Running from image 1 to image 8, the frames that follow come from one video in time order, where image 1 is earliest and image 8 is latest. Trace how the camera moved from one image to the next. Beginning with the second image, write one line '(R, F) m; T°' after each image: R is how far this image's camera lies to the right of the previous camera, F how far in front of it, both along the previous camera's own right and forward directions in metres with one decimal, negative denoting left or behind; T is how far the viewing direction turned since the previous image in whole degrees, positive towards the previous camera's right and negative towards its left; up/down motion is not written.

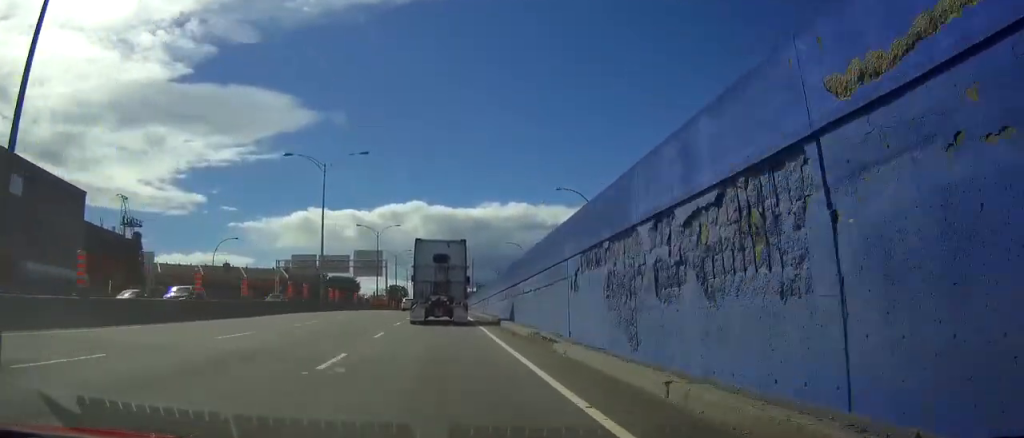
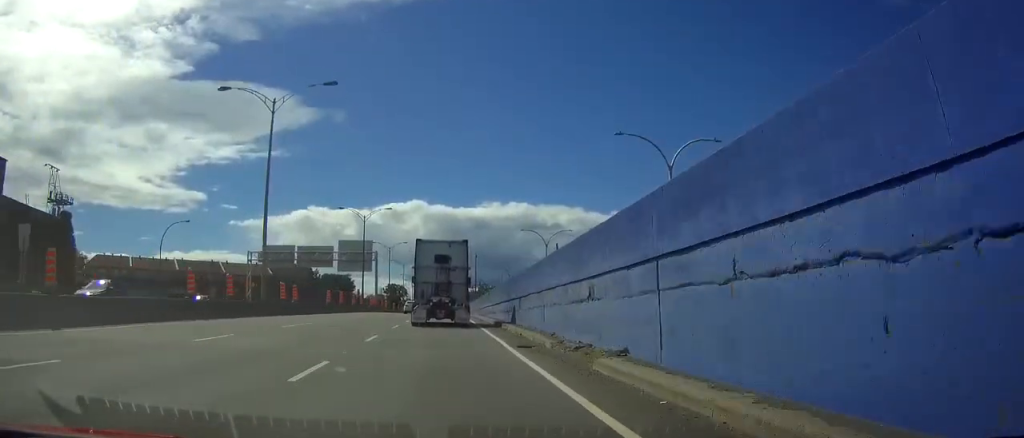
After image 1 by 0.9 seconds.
(-0.1, +19.5) m; 0°
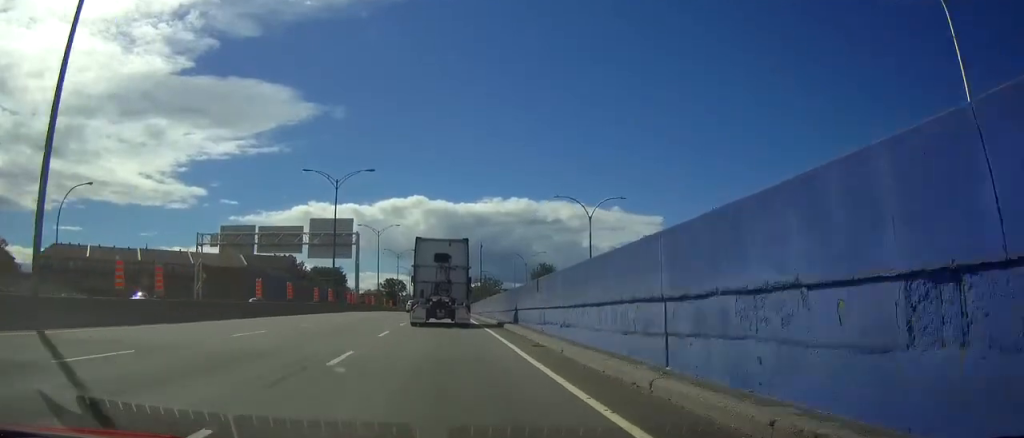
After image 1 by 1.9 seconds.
(0.0, +24.2) m; 0°
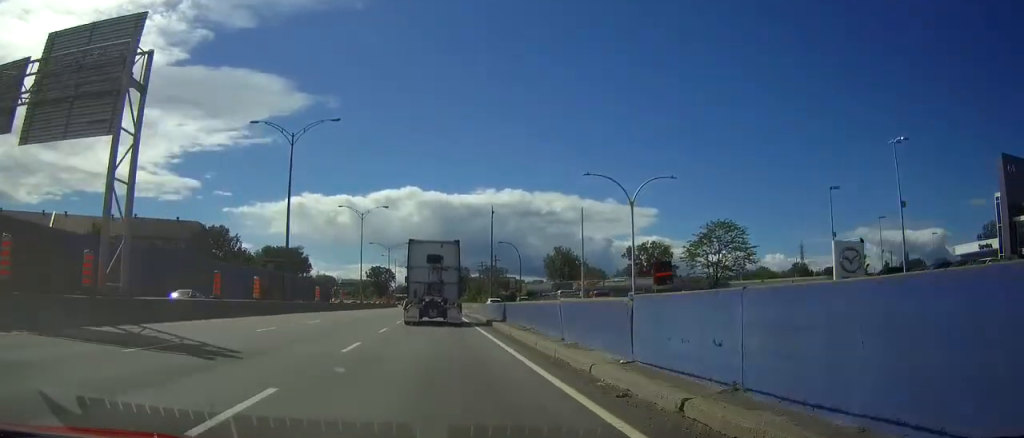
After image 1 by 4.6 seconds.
(-0.6, +60.3) m; -1°
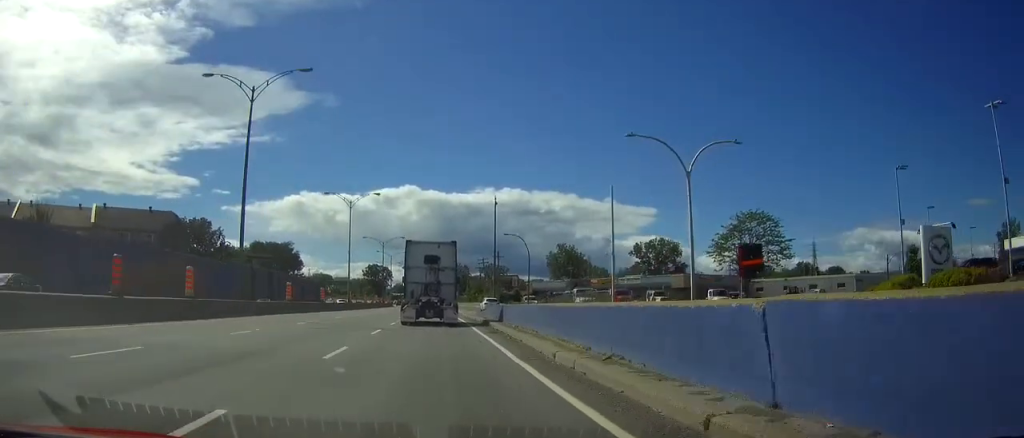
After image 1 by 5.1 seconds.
(0.0, +10.5) m; 0°
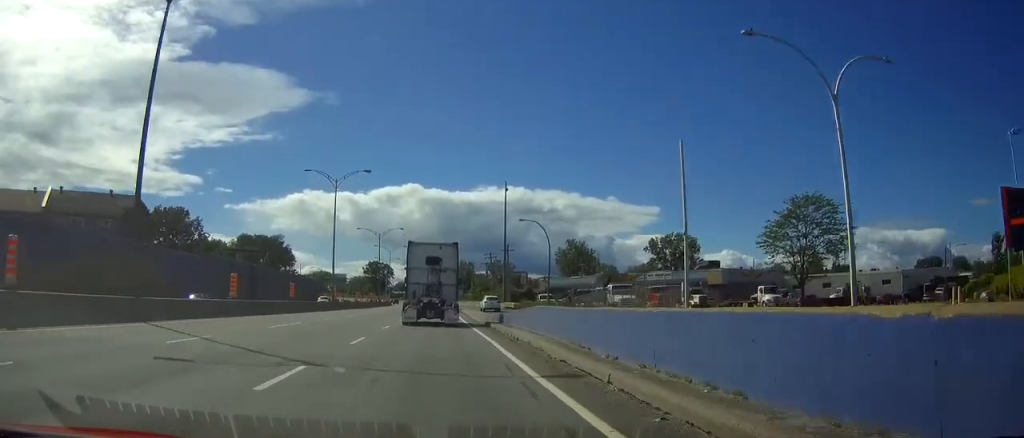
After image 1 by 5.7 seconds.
(0.0, +13.5) m; 0°
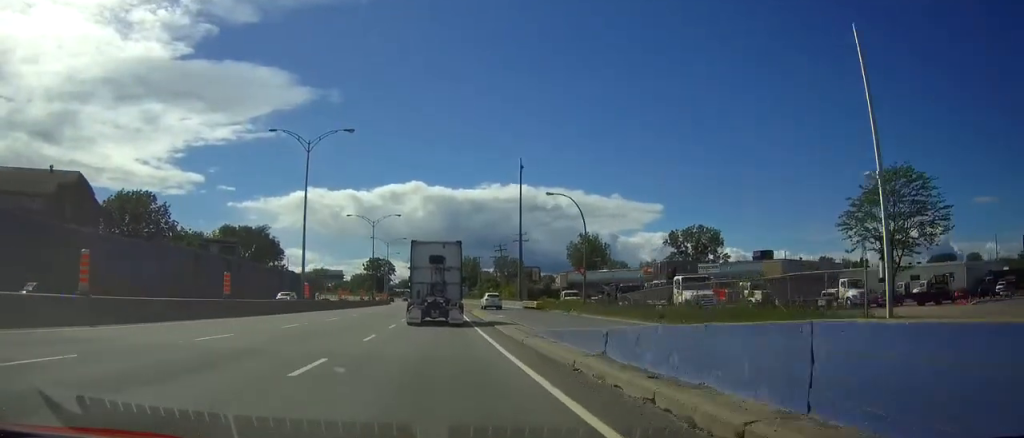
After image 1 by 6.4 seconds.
(0.0, +15.7) m; 0°
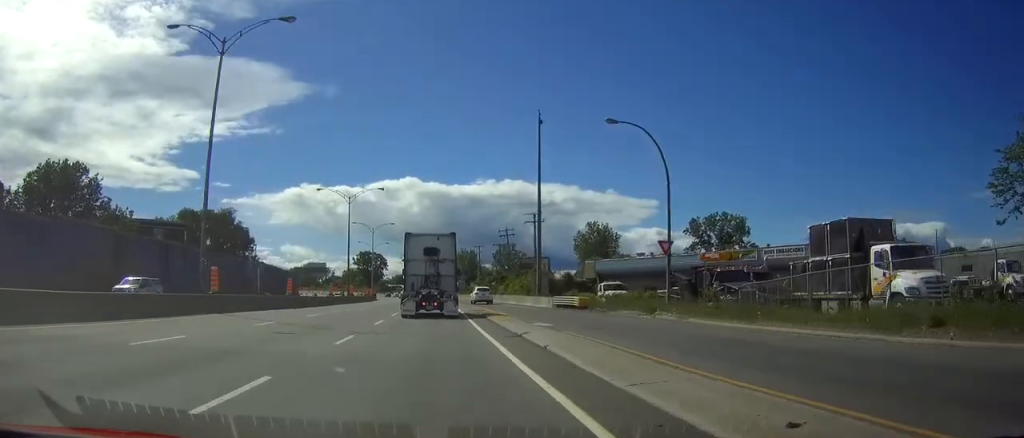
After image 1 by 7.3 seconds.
(0.0, +20.9) m; 0°
